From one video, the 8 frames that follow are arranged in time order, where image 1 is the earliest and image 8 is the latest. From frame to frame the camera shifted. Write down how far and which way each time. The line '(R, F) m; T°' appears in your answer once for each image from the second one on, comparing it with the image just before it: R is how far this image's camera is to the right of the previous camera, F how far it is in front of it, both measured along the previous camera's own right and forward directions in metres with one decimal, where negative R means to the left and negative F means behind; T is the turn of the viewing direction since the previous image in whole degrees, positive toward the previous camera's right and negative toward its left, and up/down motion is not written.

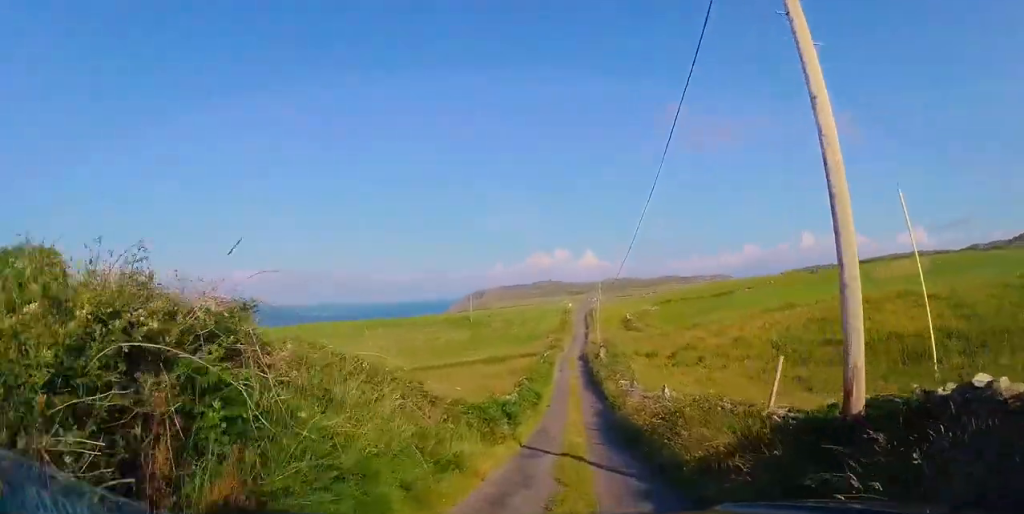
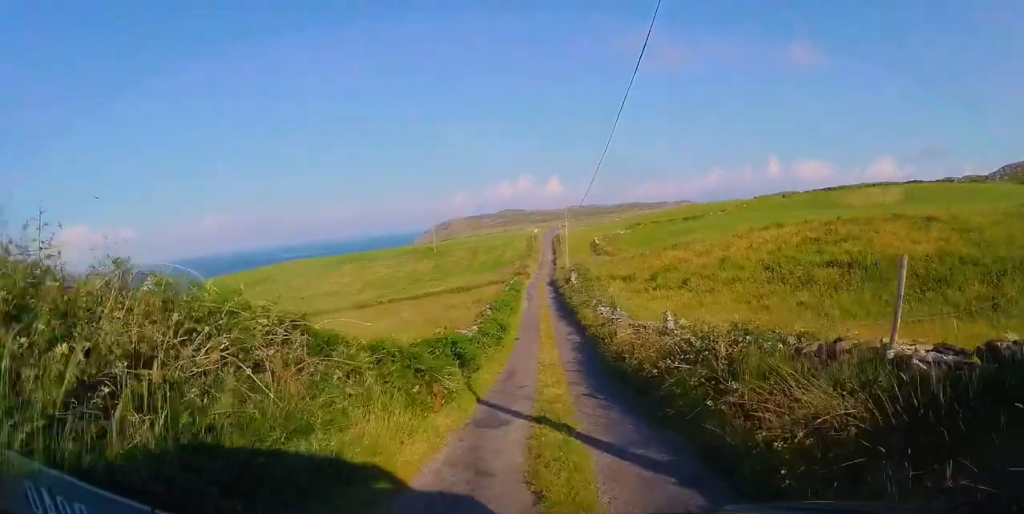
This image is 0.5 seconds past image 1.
(-0.1, +4.0) m; 0°
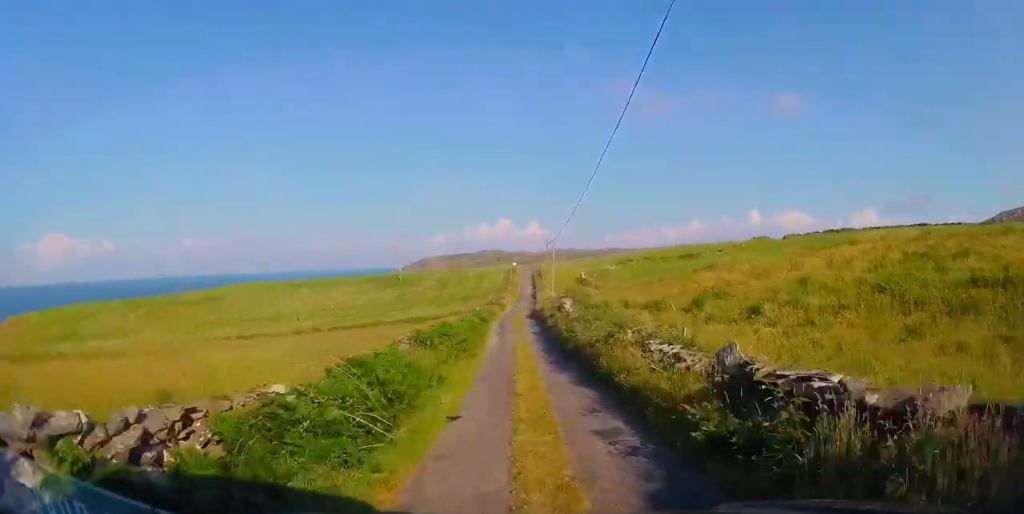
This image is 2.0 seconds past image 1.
(-0.1, +12.8) m; +4°
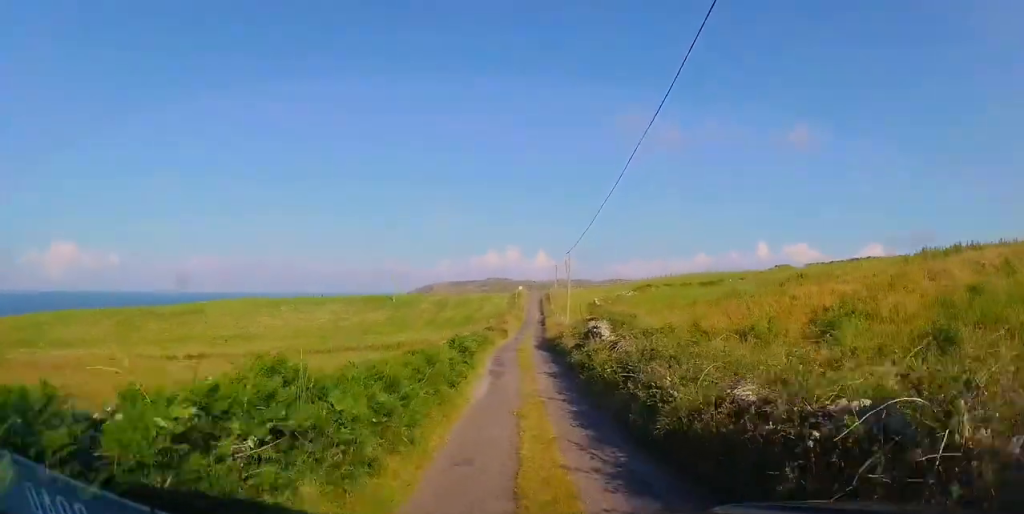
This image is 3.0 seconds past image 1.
(+0.5, +9.6) m; 0°
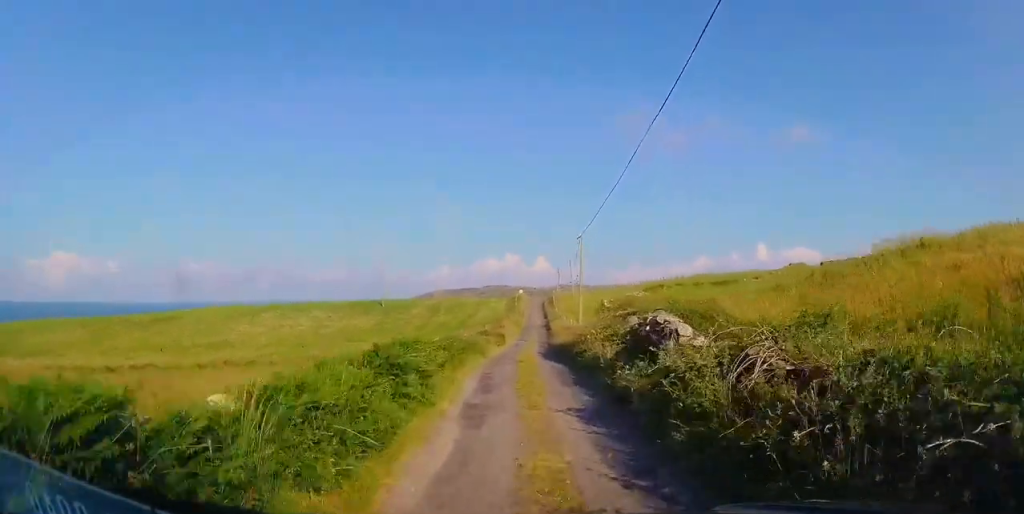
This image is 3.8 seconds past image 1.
(-0.3, +7.8) m; -1°
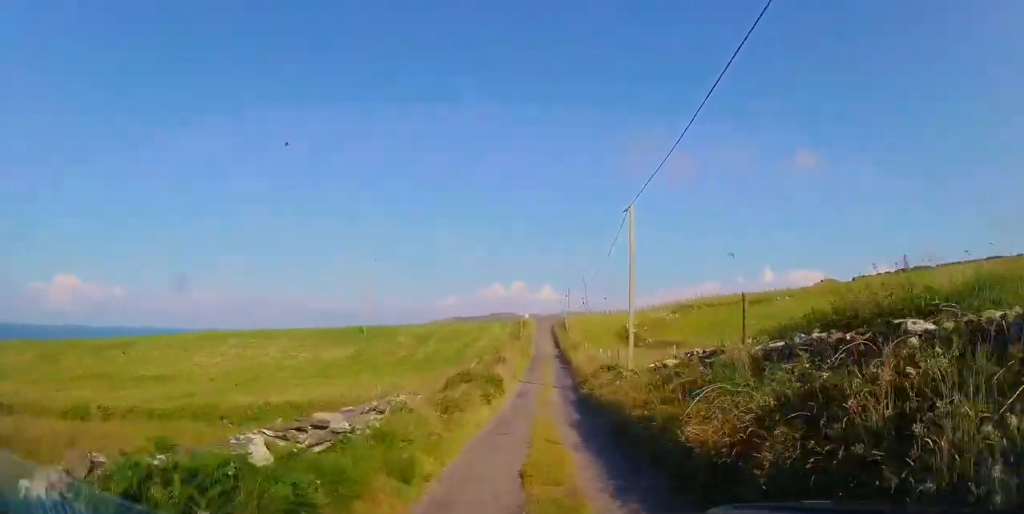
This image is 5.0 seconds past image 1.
(+0.1, +13.4) m; 0°
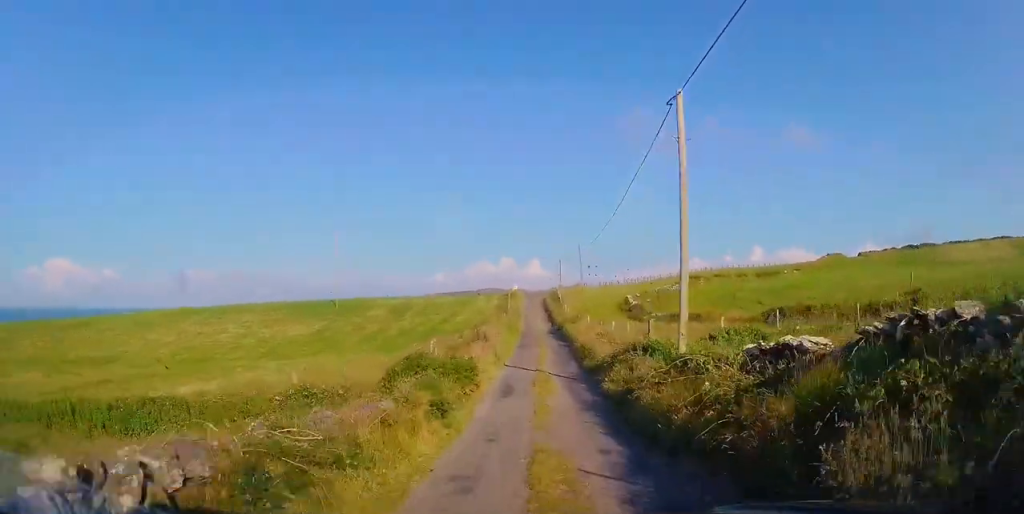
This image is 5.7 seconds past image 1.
(-0.1, +7.5) m; +1°
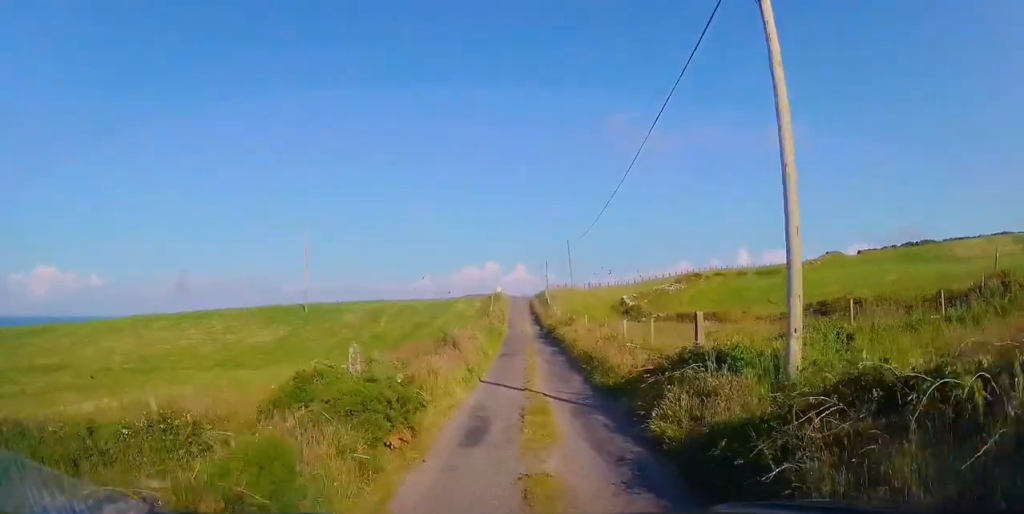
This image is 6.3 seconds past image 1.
(-0.1, +5.7) m; +1°
